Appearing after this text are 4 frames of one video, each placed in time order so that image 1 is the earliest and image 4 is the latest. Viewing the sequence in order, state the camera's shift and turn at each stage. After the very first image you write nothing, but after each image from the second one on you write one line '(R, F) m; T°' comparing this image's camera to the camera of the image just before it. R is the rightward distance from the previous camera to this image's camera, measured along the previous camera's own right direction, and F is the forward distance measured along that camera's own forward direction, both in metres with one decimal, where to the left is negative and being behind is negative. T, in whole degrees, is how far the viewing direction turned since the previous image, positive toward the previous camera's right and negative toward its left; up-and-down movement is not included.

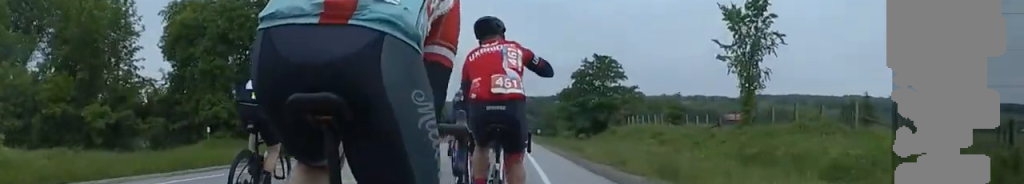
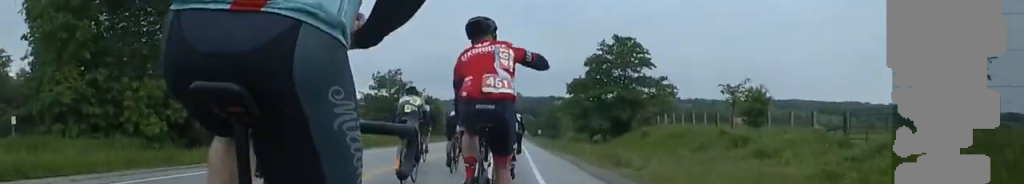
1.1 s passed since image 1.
(-1.5, +14.2) m; -2°
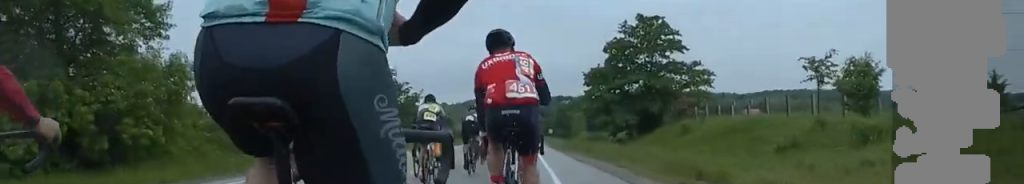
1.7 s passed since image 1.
(+0.5, +8.3) m; 0°
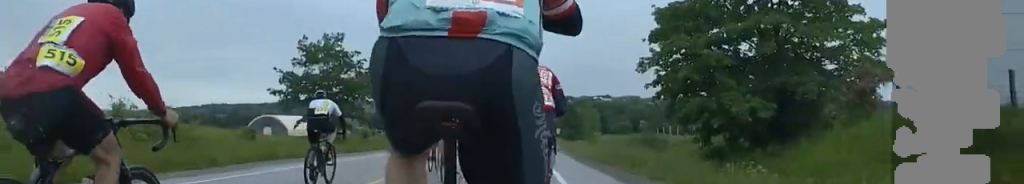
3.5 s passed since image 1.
(-1.4, +22.7) m; -11°
